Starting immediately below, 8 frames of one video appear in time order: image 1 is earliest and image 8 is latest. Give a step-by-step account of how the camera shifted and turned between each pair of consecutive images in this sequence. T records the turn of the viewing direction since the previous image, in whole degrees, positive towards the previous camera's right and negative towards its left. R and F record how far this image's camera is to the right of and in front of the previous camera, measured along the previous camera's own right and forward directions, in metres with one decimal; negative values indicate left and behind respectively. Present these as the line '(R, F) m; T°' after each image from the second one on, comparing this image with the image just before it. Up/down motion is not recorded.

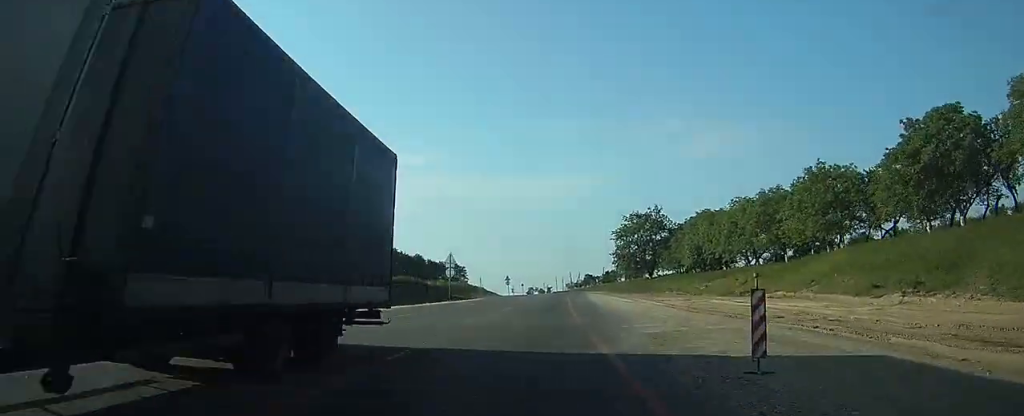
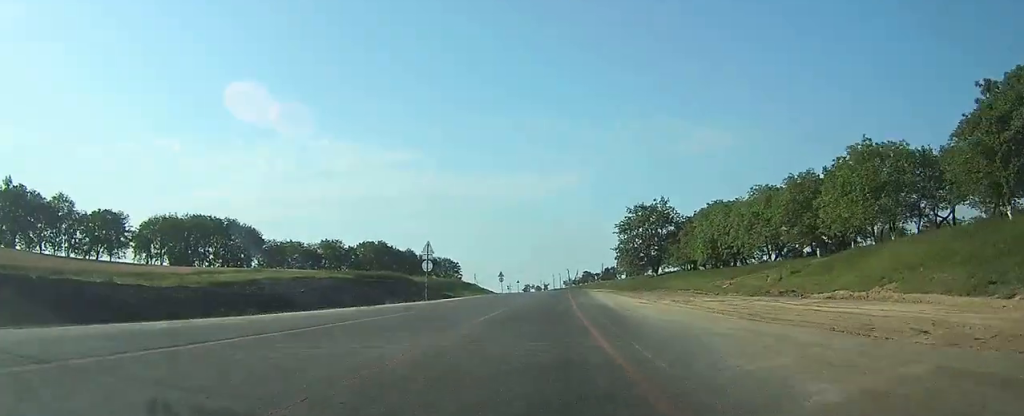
(+0.1, +10.4) m; +1°
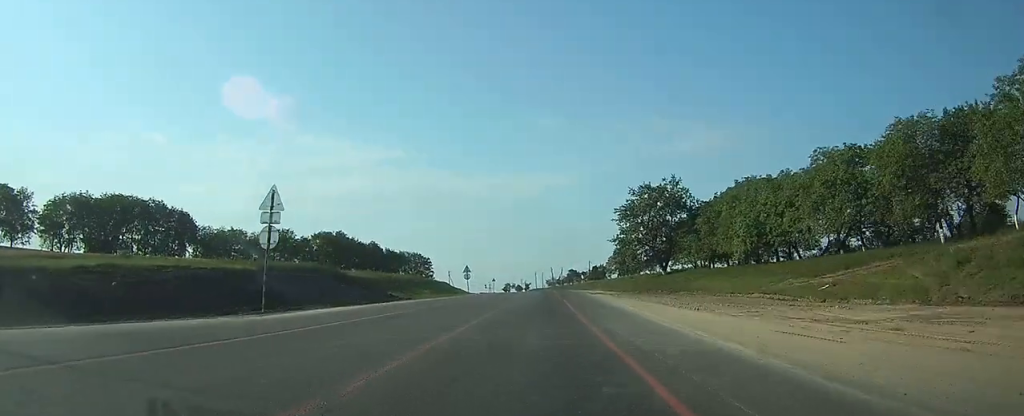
(+0.3, +26.1) m; +1°
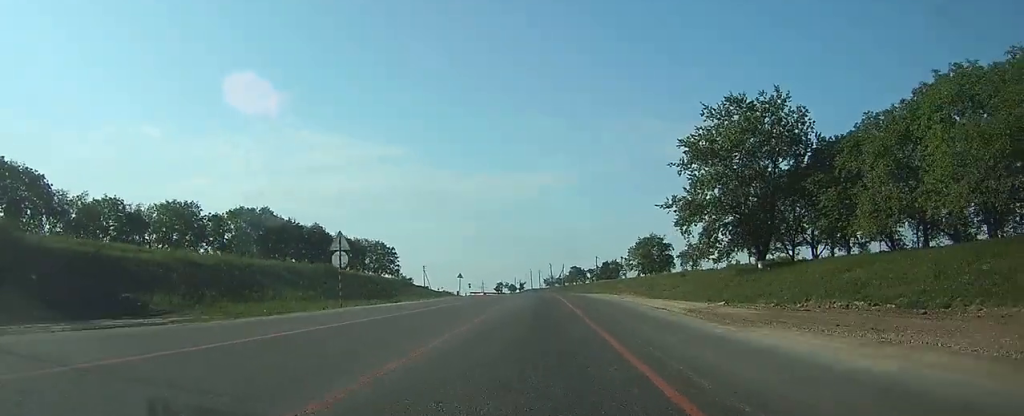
(+1.0, +49.1) m; +2°
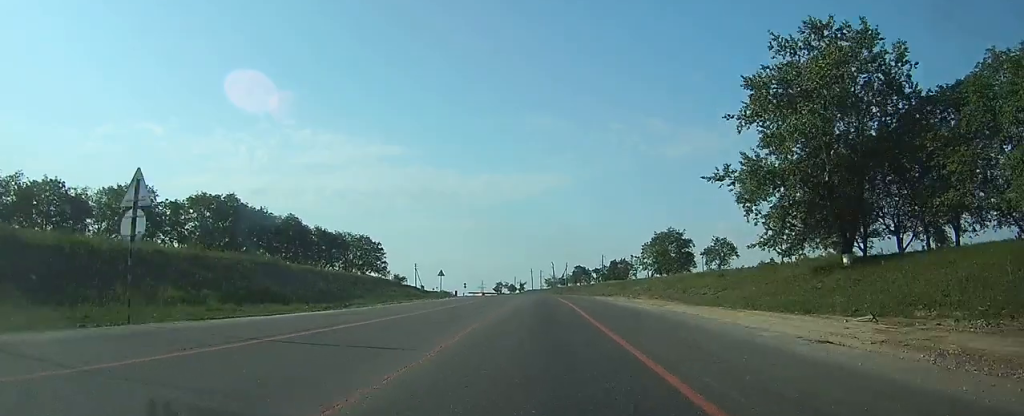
(0.0, +16.8) m; 0°
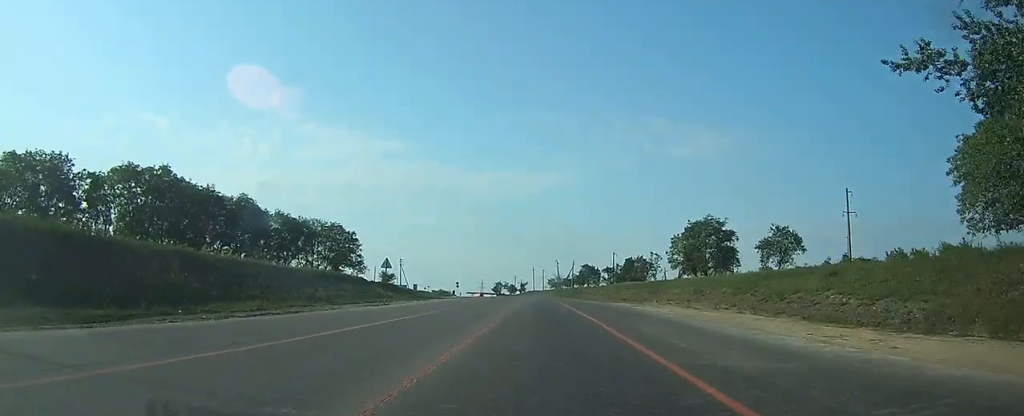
(-0.1, +24.6) m; 0°
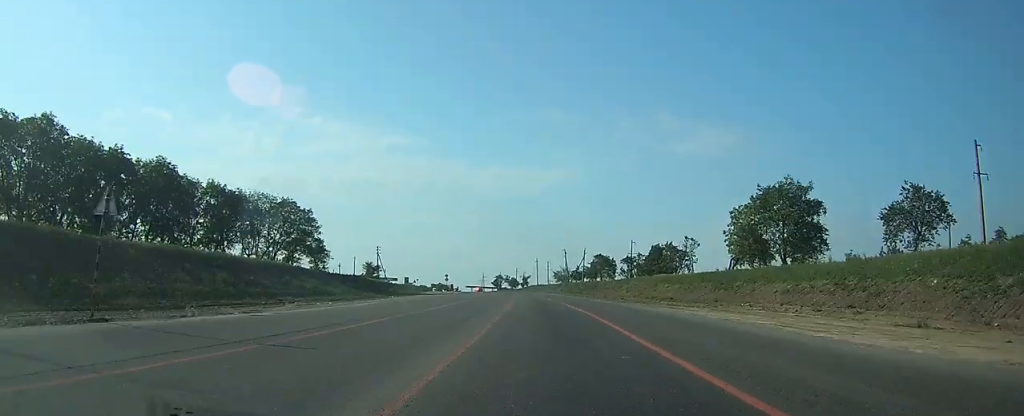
(-0.1, +28.7) m; 0°
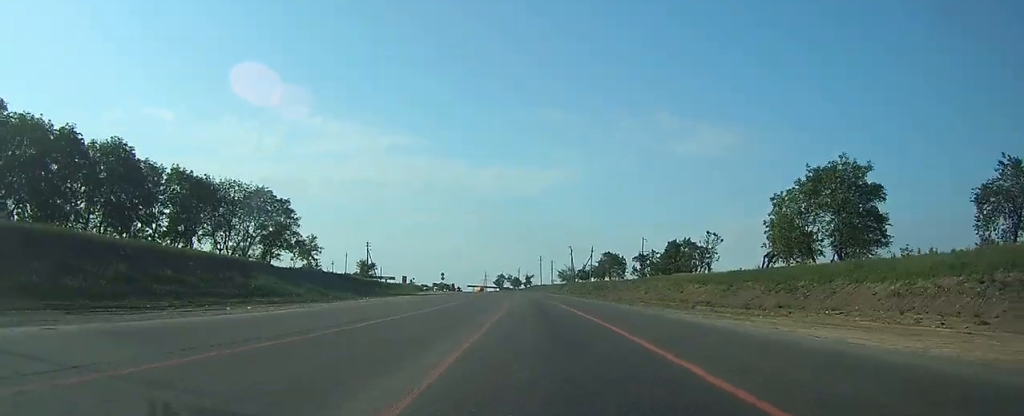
(0.0, +11.7) m; 0°
